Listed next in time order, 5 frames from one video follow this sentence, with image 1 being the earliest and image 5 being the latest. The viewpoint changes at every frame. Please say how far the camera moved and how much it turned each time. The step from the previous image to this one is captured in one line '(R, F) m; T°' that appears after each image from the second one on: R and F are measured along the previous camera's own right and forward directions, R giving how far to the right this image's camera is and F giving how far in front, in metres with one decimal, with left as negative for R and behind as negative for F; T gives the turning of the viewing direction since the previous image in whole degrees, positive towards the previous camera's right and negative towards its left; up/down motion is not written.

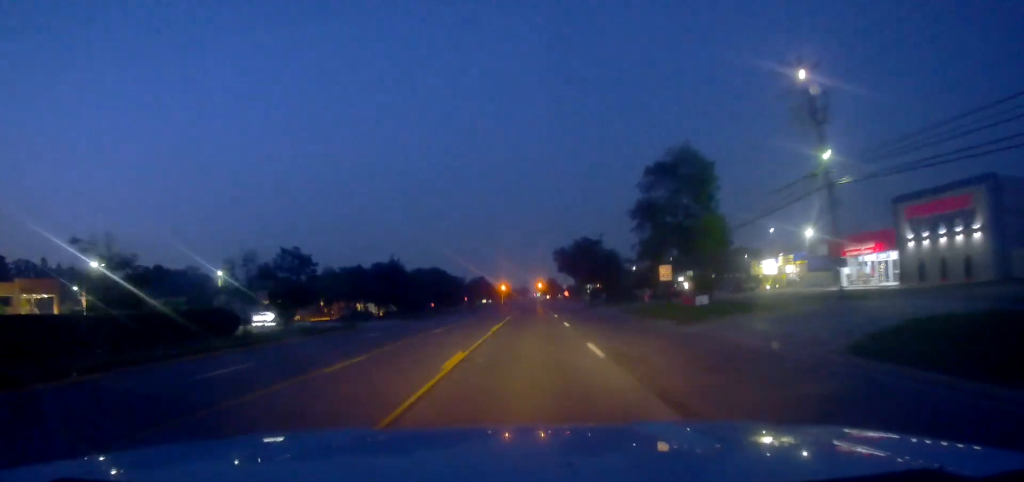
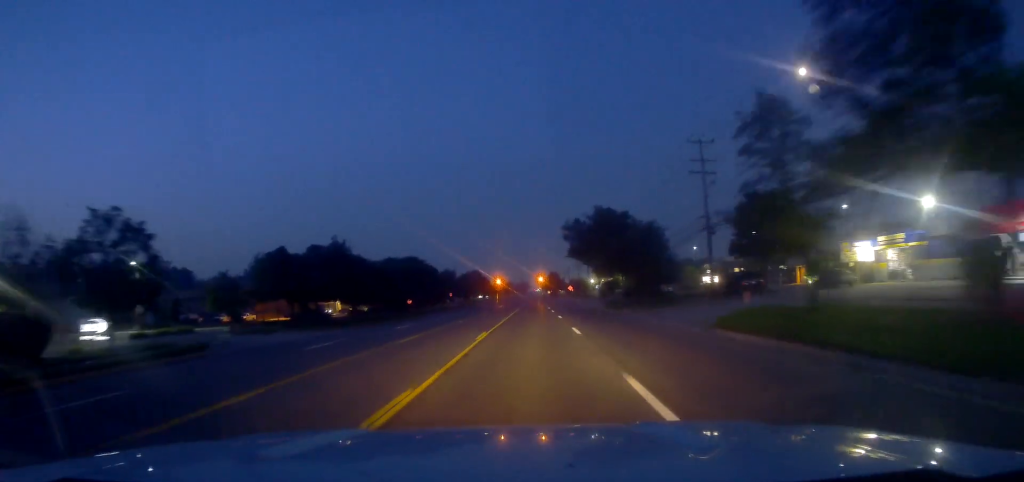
(+0.3, +22.8) m; 0°
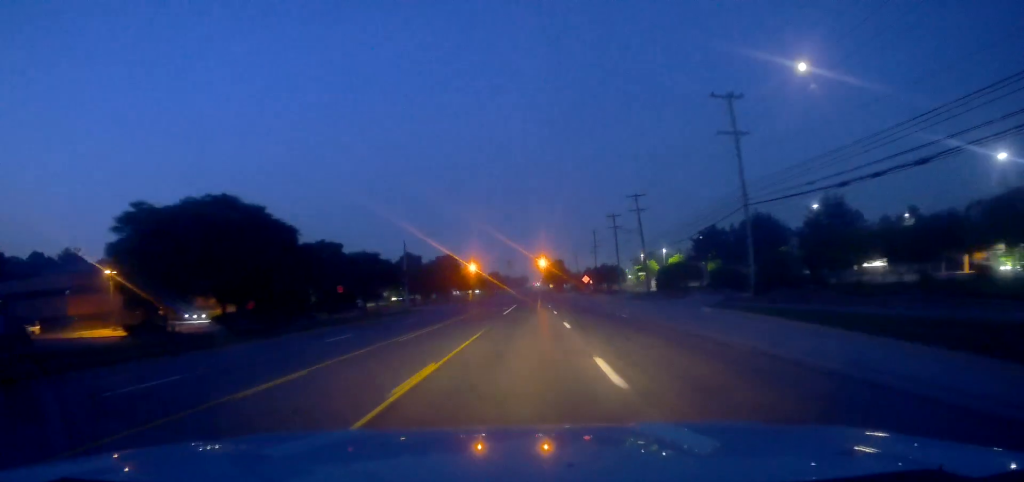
(+0.2, +59.0) m; -1°
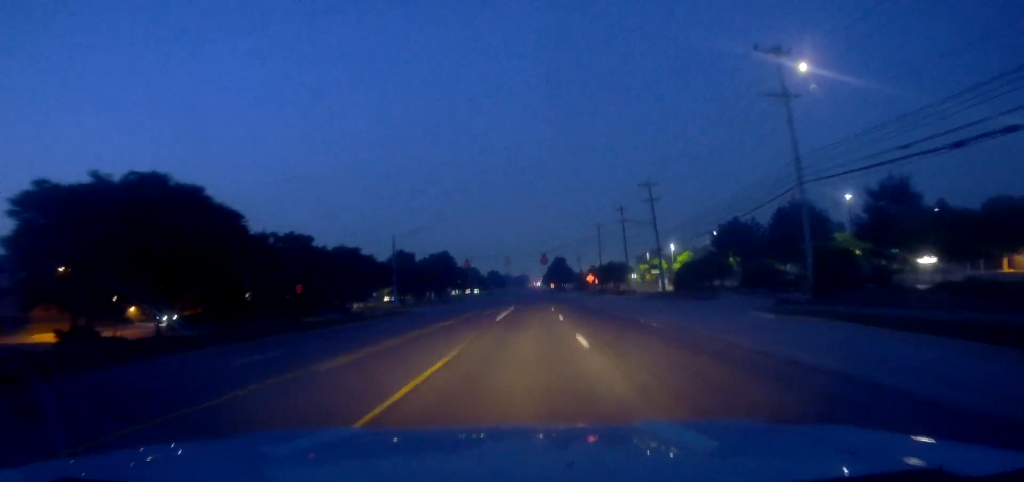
(-0.1, +8.4) m; 0°
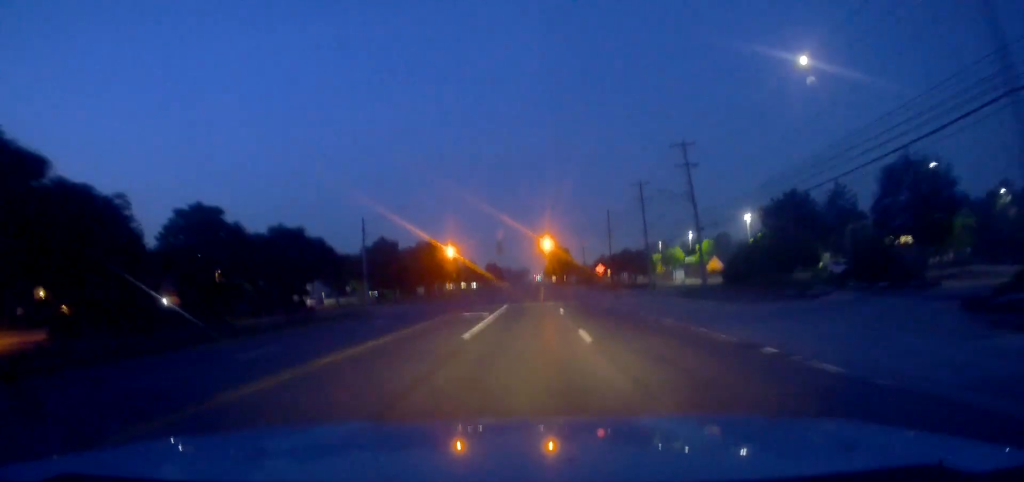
(-0.3, +16.2) m; +1°
